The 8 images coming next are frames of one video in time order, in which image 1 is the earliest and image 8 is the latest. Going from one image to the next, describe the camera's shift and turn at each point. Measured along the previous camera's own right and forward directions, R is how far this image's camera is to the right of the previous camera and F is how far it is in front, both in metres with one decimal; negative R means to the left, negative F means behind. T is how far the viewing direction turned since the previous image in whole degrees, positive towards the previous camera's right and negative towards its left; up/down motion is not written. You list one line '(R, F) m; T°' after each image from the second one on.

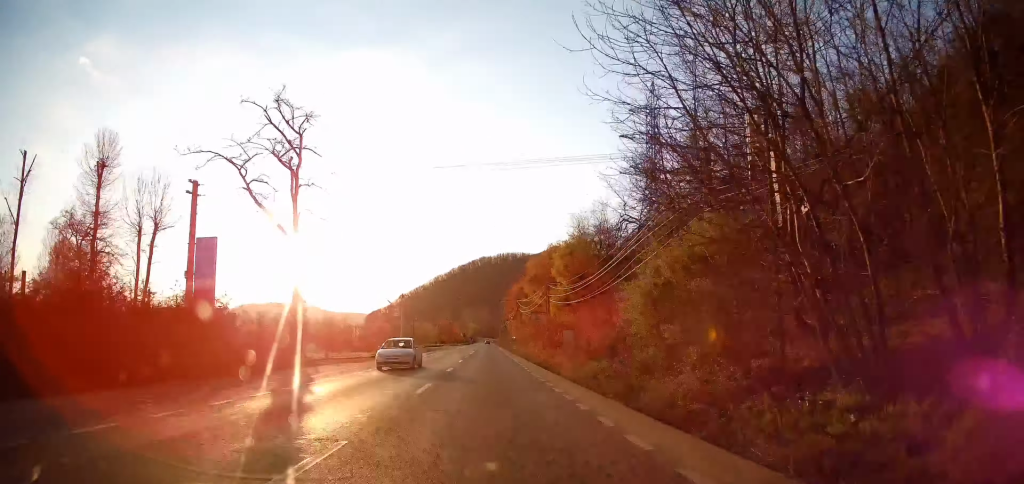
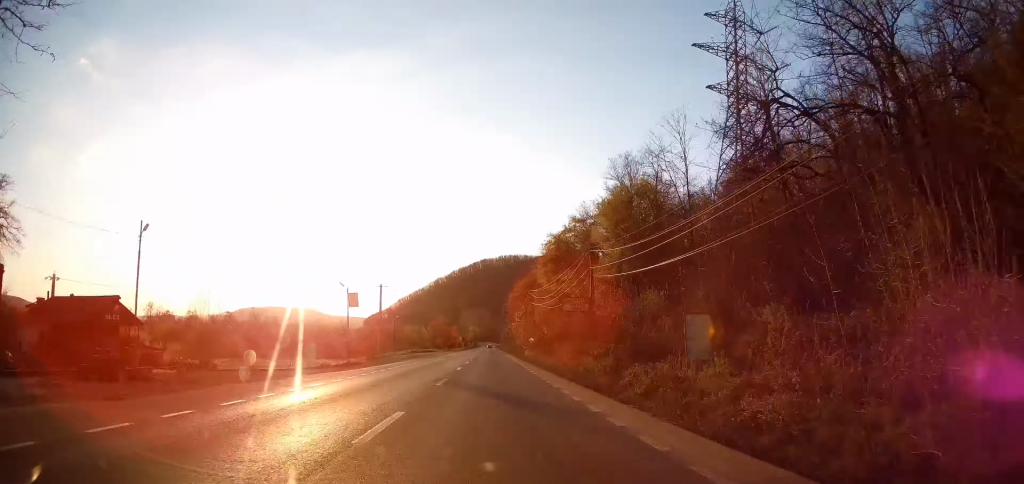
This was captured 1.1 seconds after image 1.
(-0.4, +26.0) m; -1°
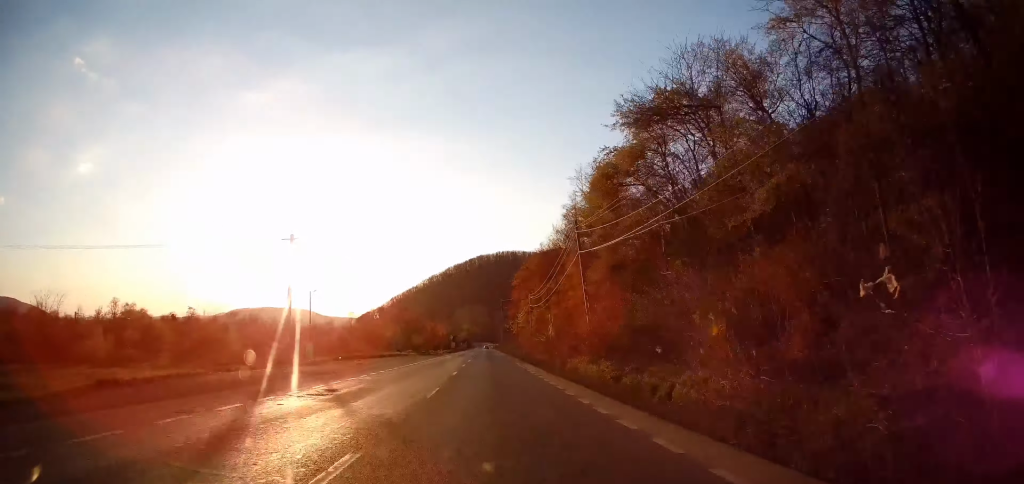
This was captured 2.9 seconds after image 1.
(+0.3, +42.1) m; 0°
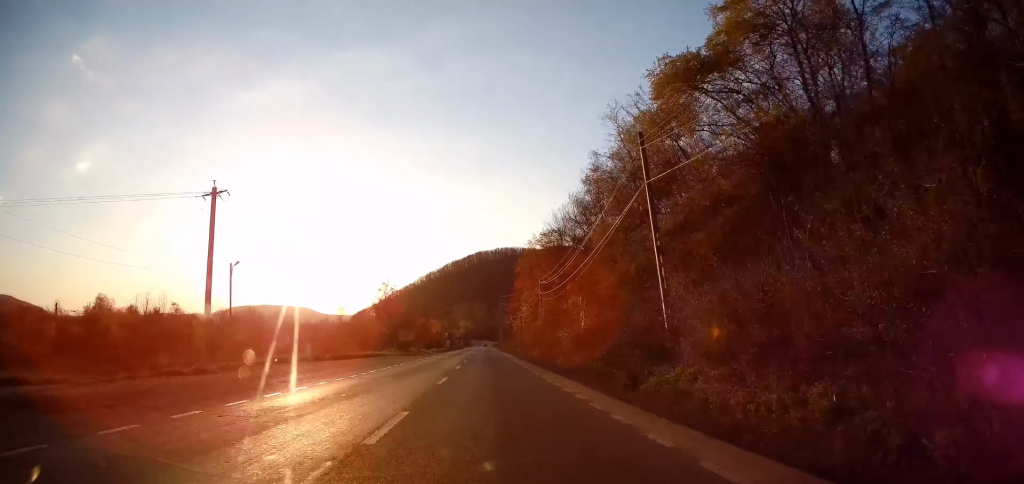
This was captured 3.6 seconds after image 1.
(0.0, +15.5) m; 0°
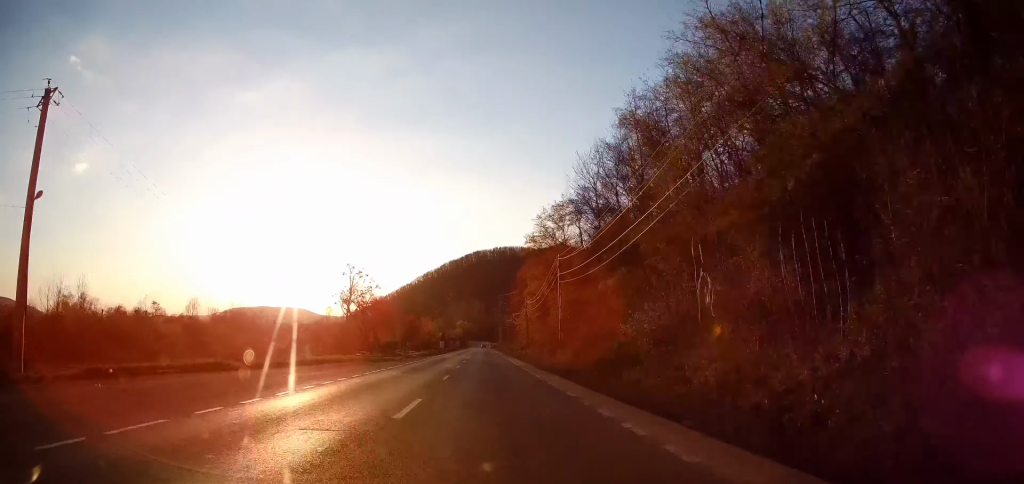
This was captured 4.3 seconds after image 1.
(-0.1, +17.0) m; 0°
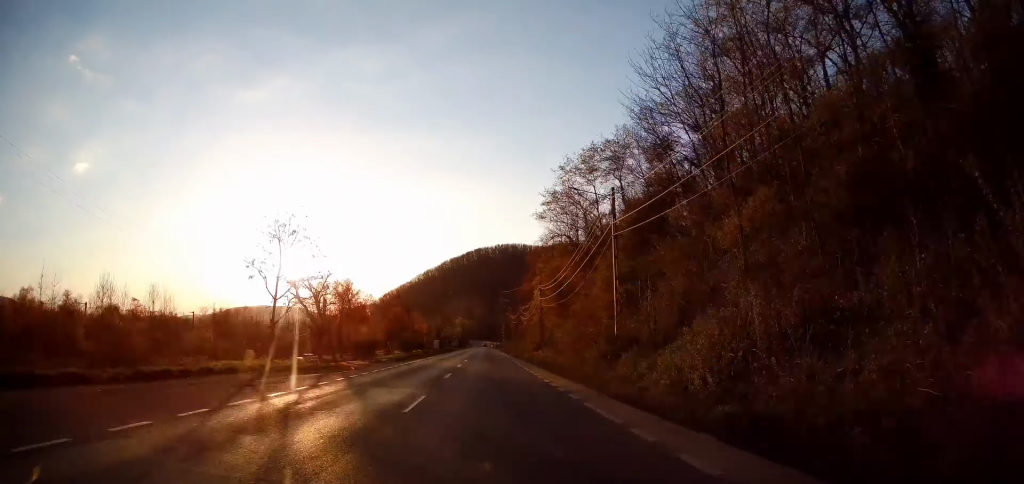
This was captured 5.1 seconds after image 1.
(+0.1, +18.4) m; 0°
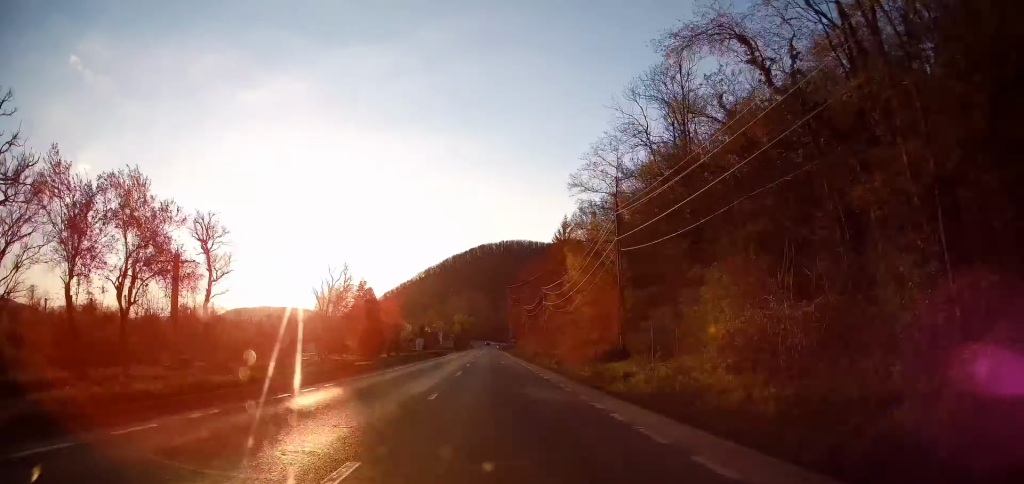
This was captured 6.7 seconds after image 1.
(0.0, +35.9) m; 0°
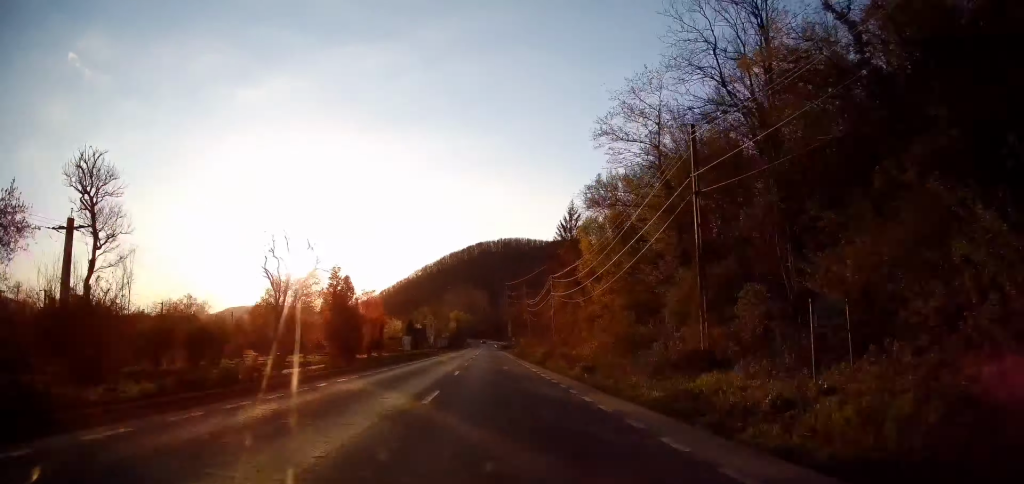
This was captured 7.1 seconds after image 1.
(0.0, +10.7) m; 0°
